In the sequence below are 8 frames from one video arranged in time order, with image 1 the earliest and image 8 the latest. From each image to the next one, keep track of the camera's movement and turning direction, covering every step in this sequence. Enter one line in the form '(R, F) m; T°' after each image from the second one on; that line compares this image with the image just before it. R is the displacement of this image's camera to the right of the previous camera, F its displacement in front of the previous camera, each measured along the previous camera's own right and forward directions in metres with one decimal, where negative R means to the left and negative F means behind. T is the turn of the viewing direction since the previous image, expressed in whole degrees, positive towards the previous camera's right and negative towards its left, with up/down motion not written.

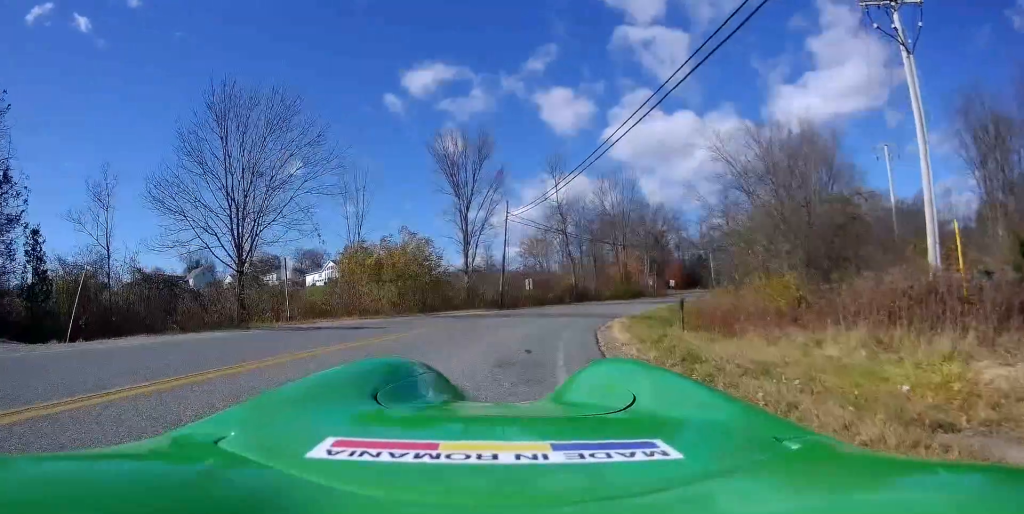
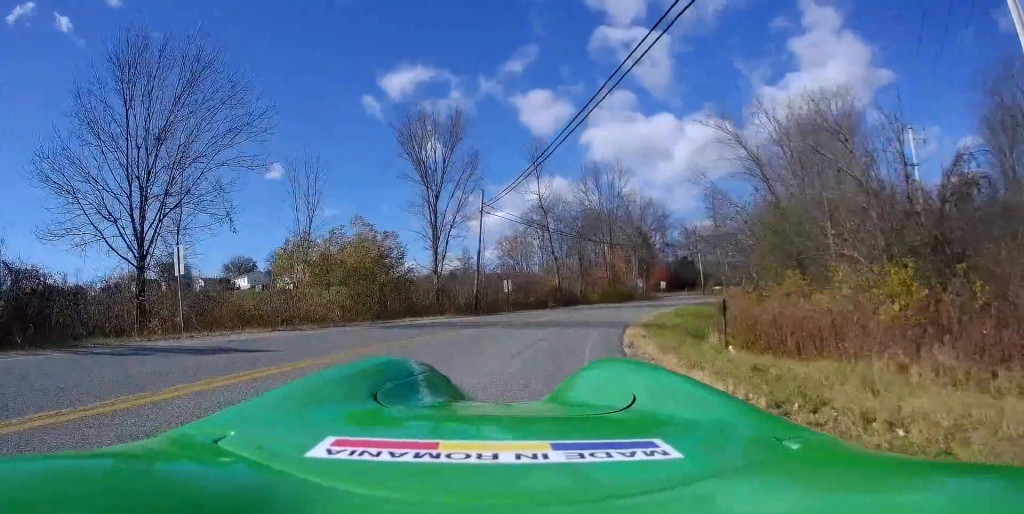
(+0.5, +6.5) m; +5°
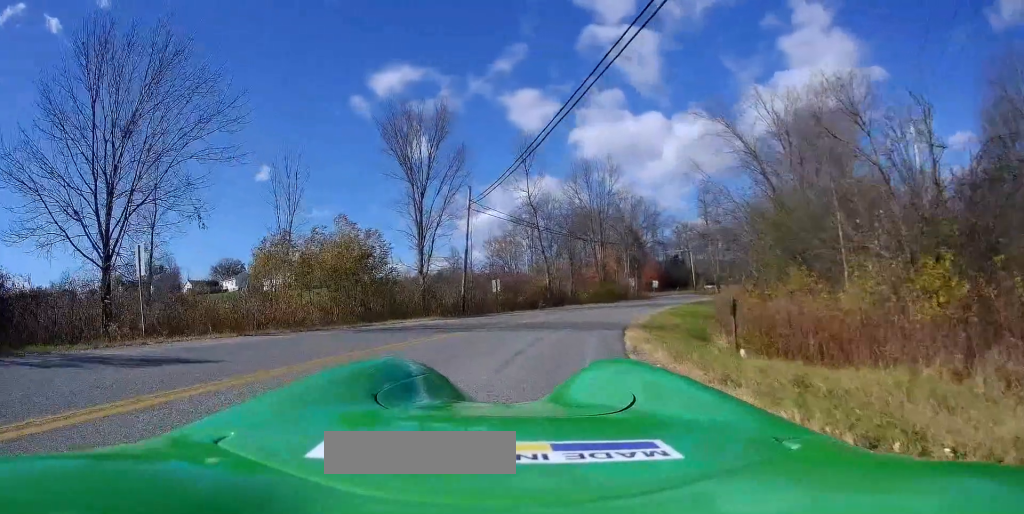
(-0.2, +1.4) m; +2°
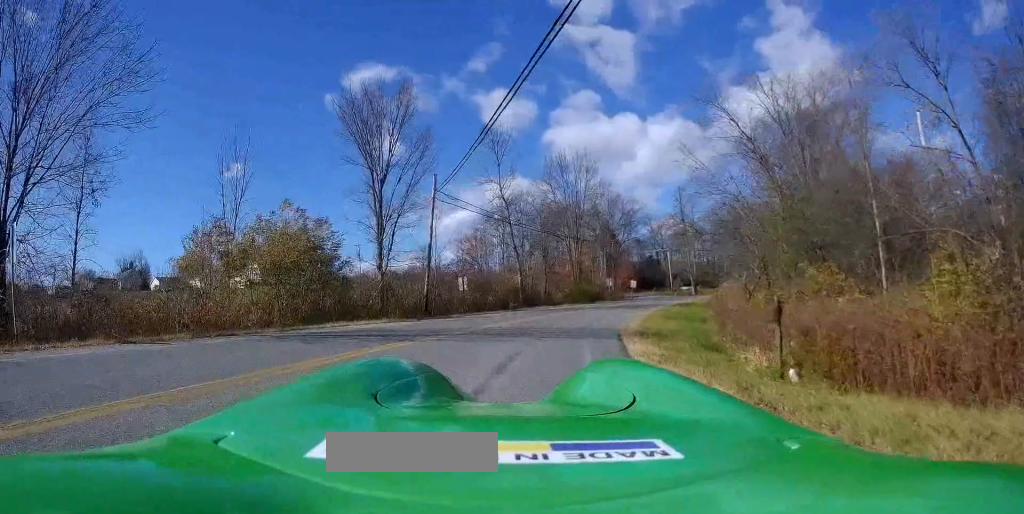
(+0.6, +4.0) m; +8°
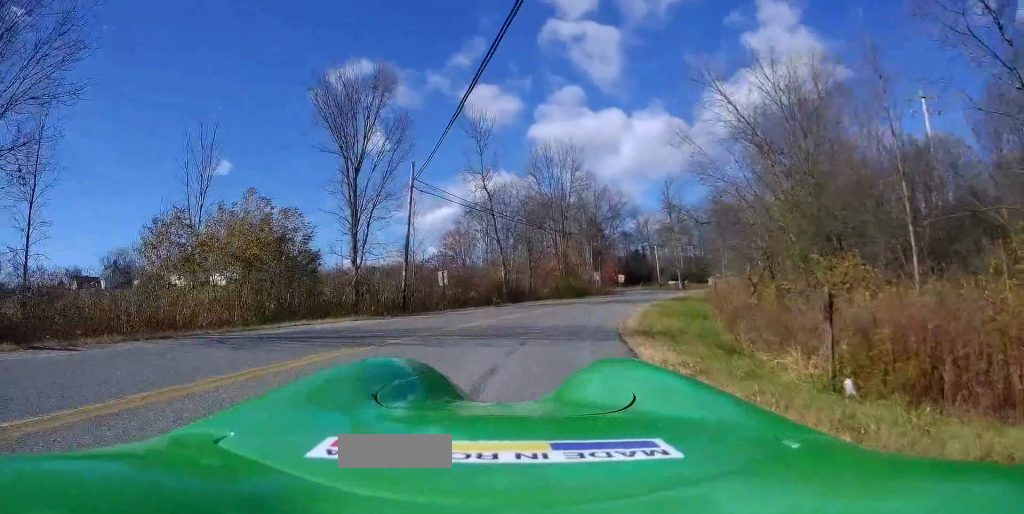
(-0.1, +2.4) m; -5°
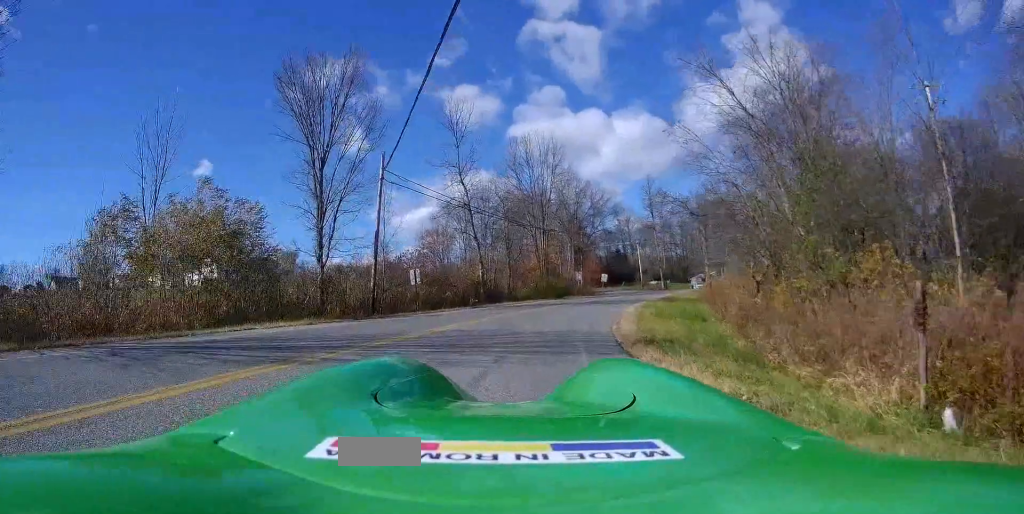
(-0.1, +2.6) m; +10°
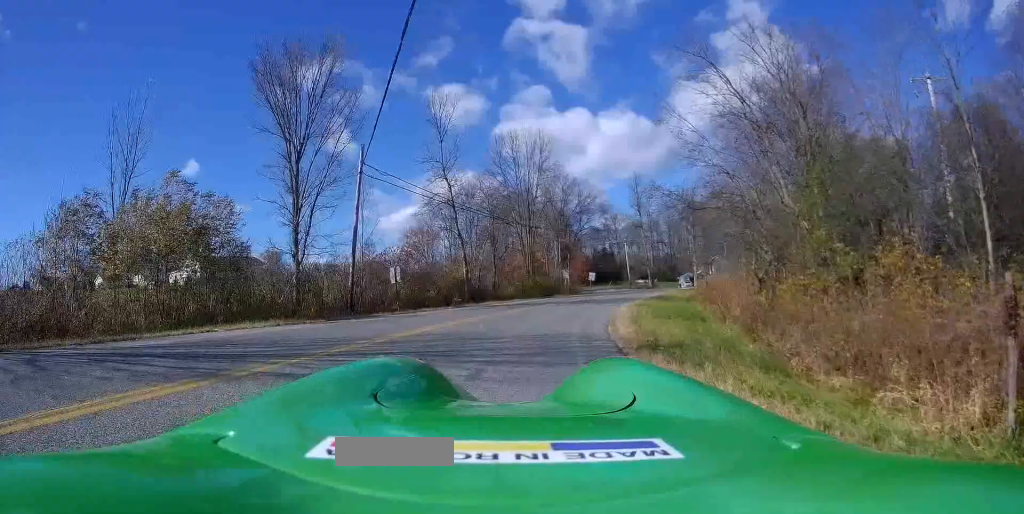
(0.0, +1.5) m; +4°
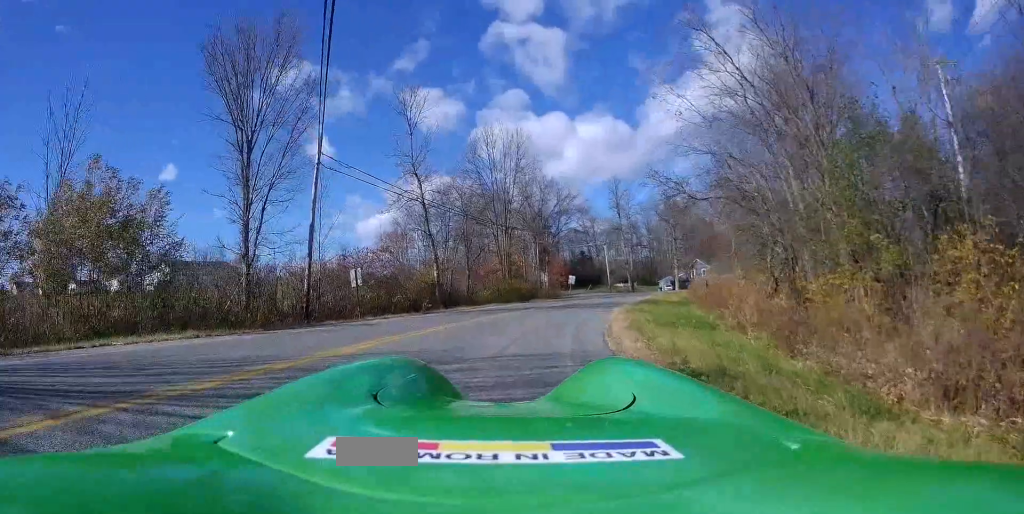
(+0.5, +3.2) m; -4°
